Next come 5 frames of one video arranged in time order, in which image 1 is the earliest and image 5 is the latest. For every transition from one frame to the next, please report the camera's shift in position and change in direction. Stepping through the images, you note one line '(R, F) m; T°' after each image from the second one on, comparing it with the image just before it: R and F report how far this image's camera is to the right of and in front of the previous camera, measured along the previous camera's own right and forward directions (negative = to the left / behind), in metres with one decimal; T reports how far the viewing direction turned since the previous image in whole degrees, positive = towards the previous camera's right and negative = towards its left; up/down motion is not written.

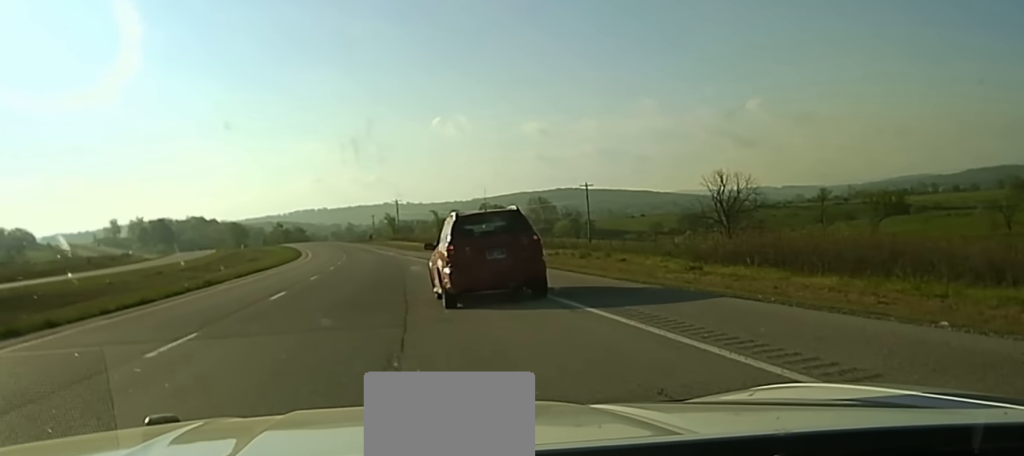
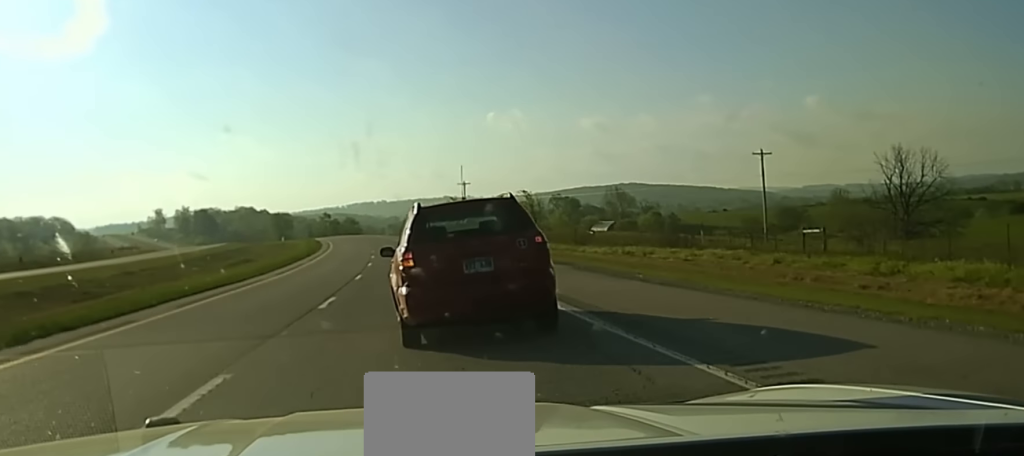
(-1.0, +54.3) m; -4°
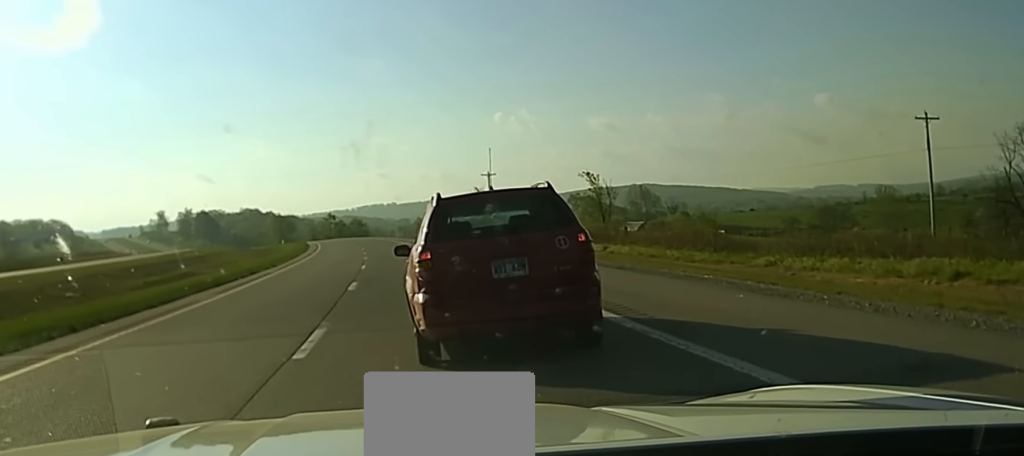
(-0.4, +33.8) m; 0°
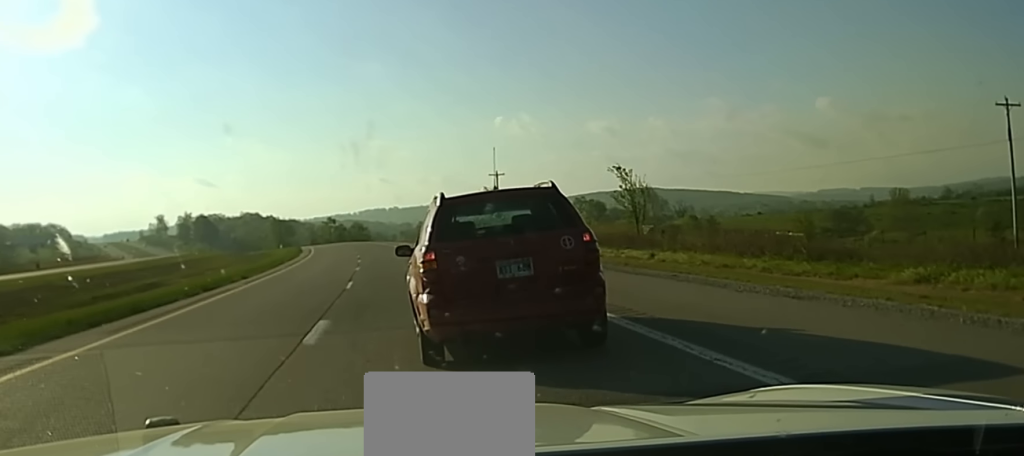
(+0.2, +11.7) m; 0°
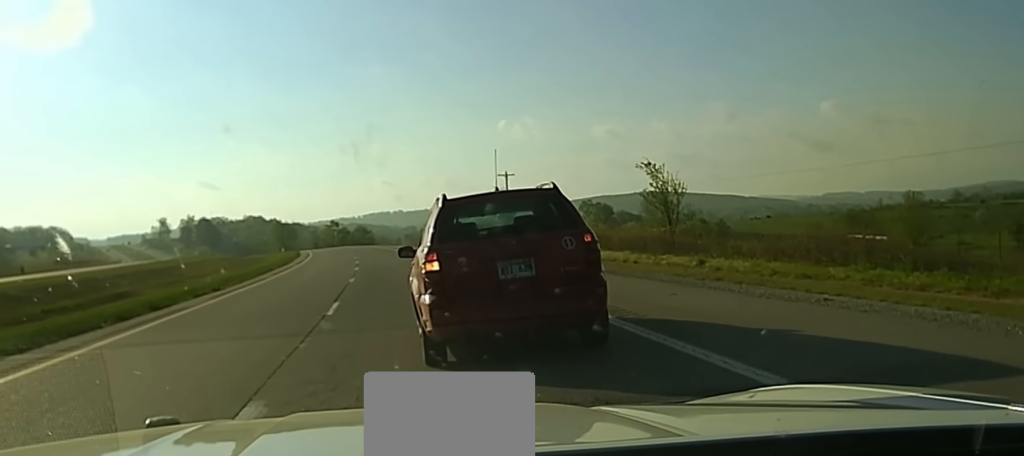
(0.0, +8.3) m; 0°
